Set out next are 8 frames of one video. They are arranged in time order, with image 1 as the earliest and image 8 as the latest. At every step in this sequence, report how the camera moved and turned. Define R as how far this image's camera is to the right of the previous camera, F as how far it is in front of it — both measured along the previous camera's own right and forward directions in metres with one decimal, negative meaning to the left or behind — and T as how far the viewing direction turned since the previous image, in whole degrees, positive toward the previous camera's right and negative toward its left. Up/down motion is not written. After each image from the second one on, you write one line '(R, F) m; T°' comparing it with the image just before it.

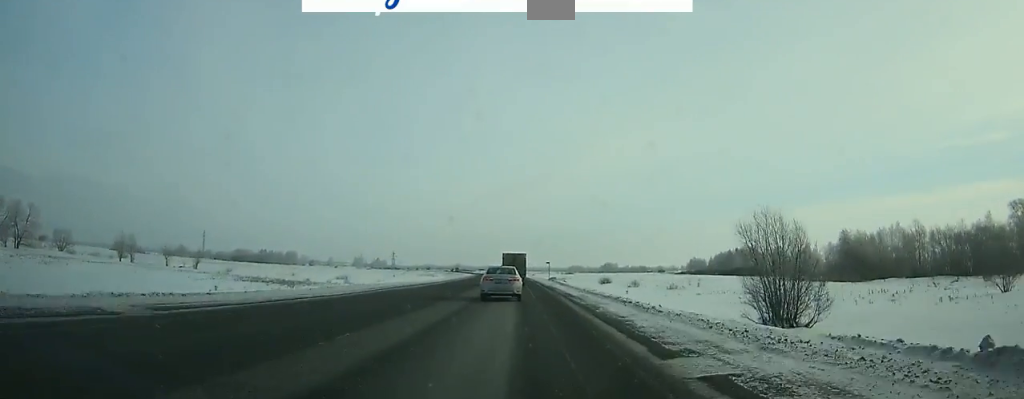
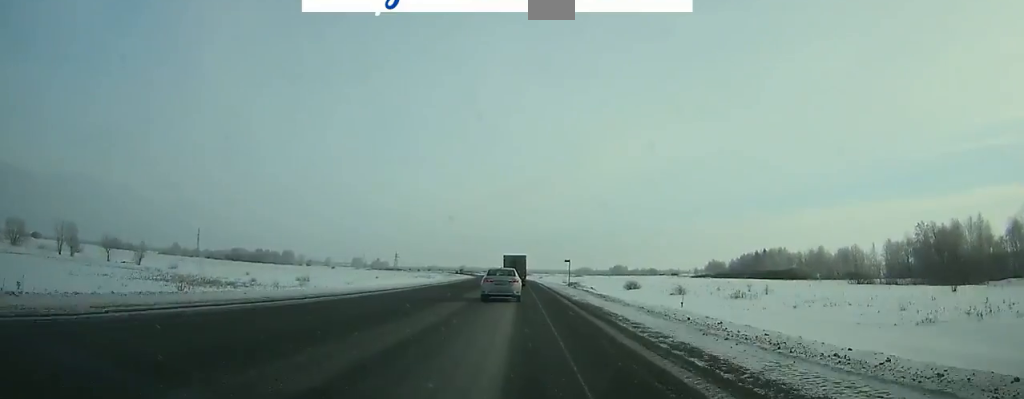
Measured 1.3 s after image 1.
(-0.4, +25.4) m; -1°
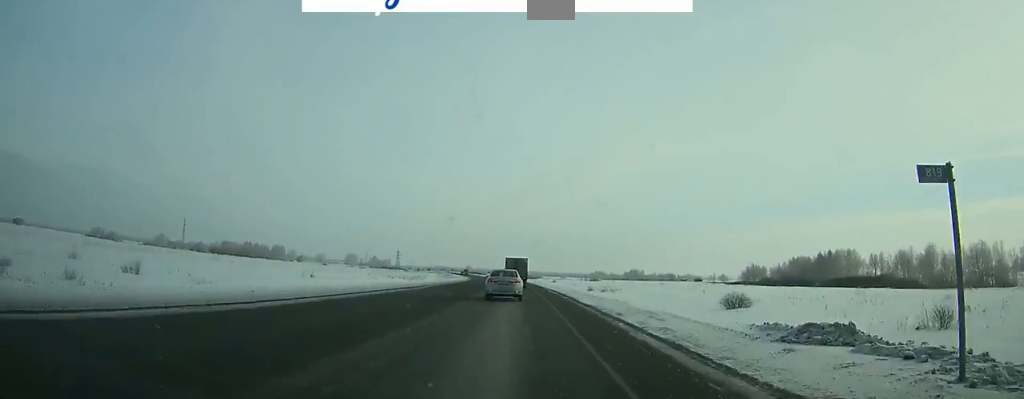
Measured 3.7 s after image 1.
(-0.5, +47.5) m; -1°
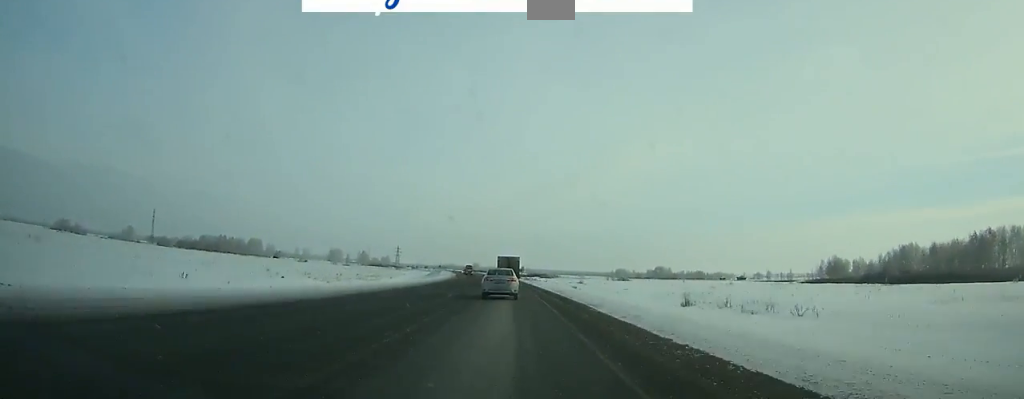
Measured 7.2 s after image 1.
(-0.9, +71.6) m; -2°
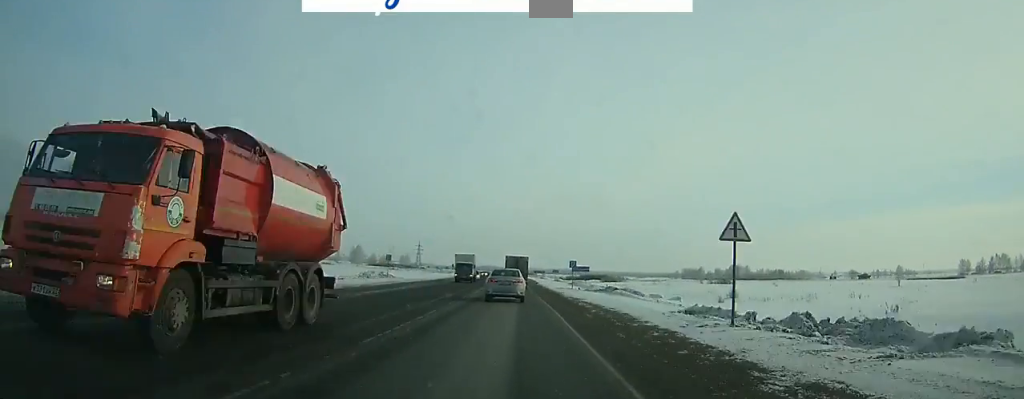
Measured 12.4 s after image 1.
(-2.7, +109.7) m; -2°
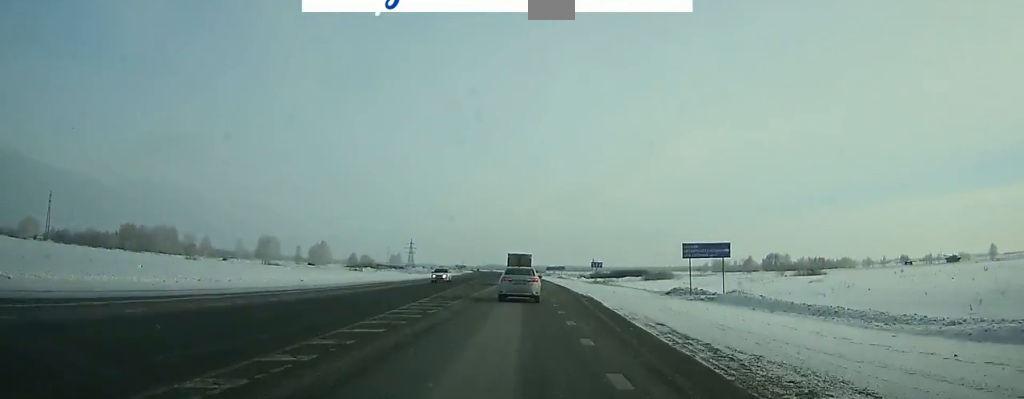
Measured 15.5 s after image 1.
(-0.4, +65.7) m; -1°
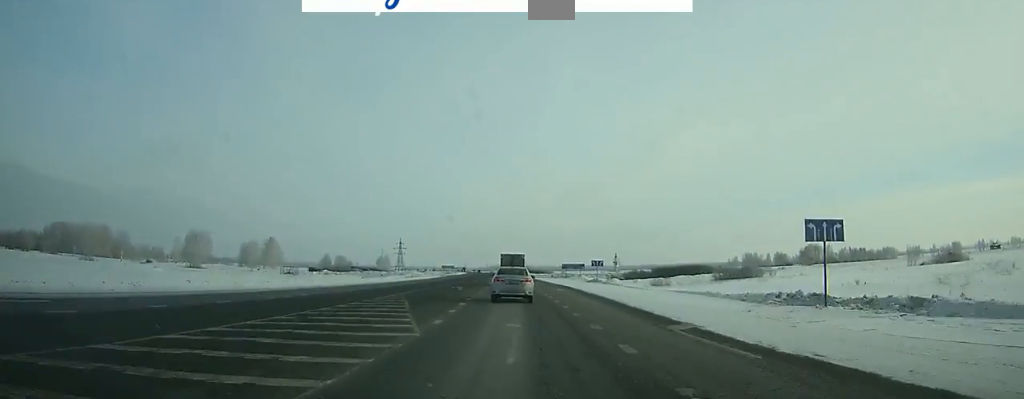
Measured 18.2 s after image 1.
(-0.1, +56.7) m; -1°
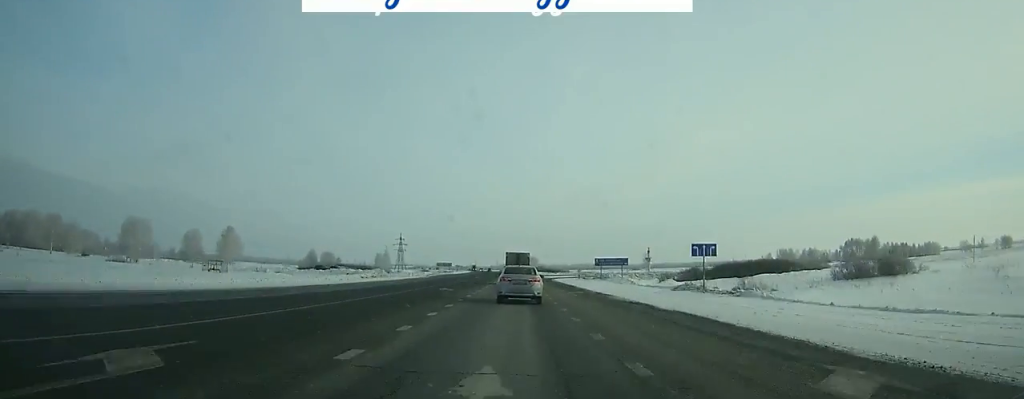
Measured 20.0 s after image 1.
(-0.3, +37.3) m; -1°
